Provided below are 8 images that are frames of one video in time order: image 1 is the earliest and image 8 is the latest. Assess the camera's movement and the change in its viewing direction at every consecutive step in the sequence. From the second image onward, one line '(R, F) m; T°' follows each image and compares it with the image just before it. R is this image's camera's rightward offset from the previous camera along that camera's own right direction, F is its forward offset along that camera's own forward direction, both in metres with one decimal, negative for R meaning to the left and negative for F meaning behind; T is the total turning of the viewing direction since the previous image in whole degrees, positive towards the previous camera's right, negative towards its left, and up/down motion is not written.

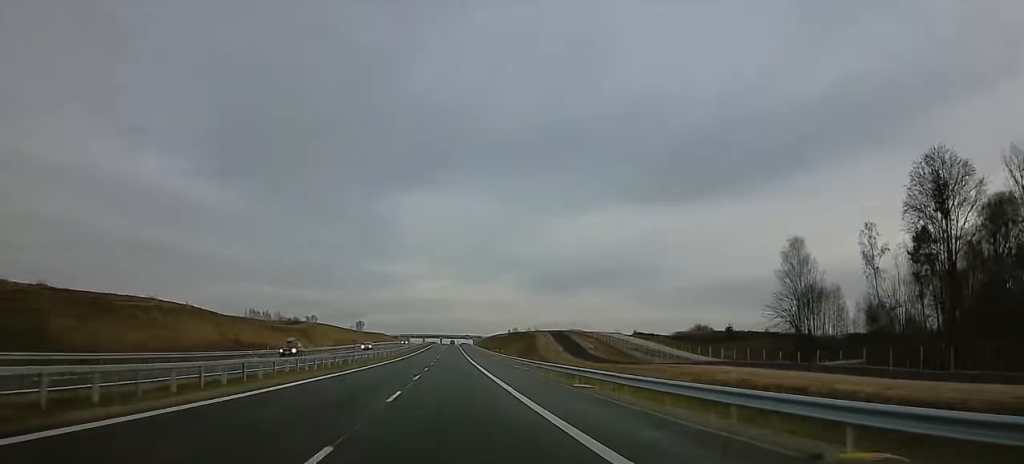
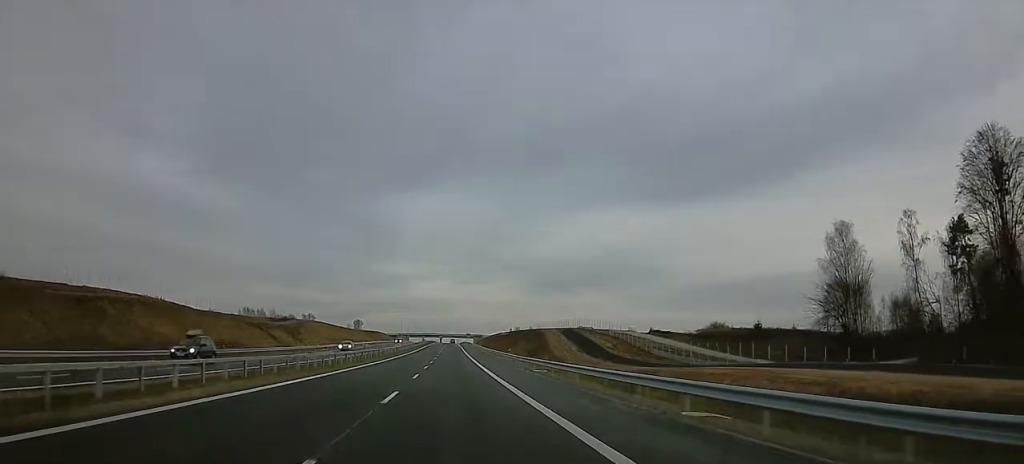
(0.0, +12.8) m; 0°
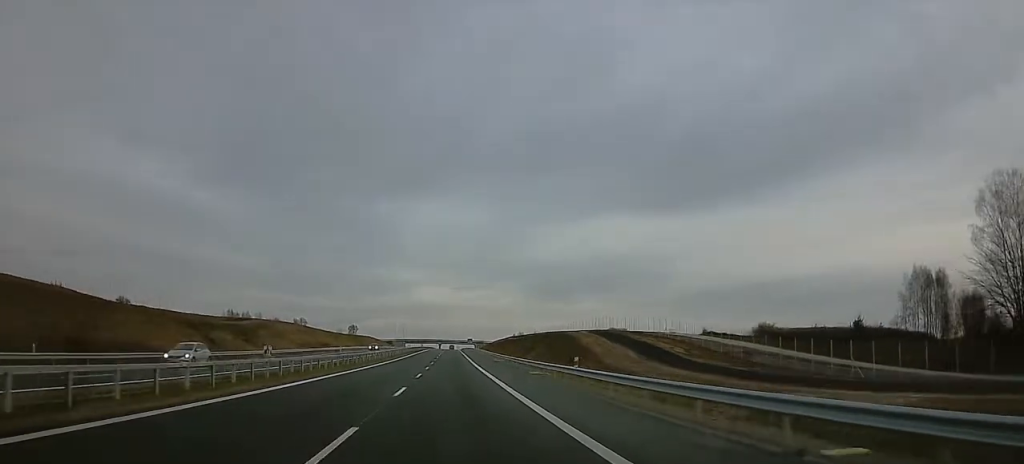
(0.0, +31.0) m; 0°
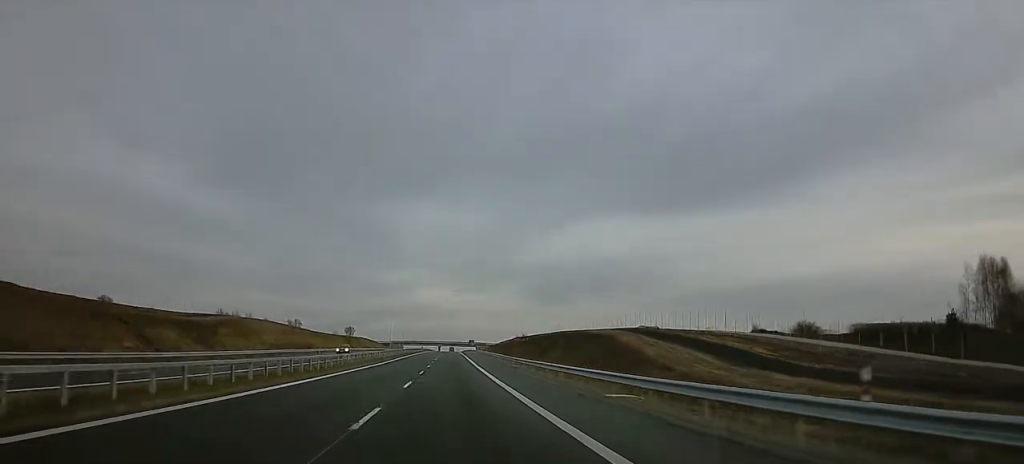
(0.0, +18.8) m; 0°
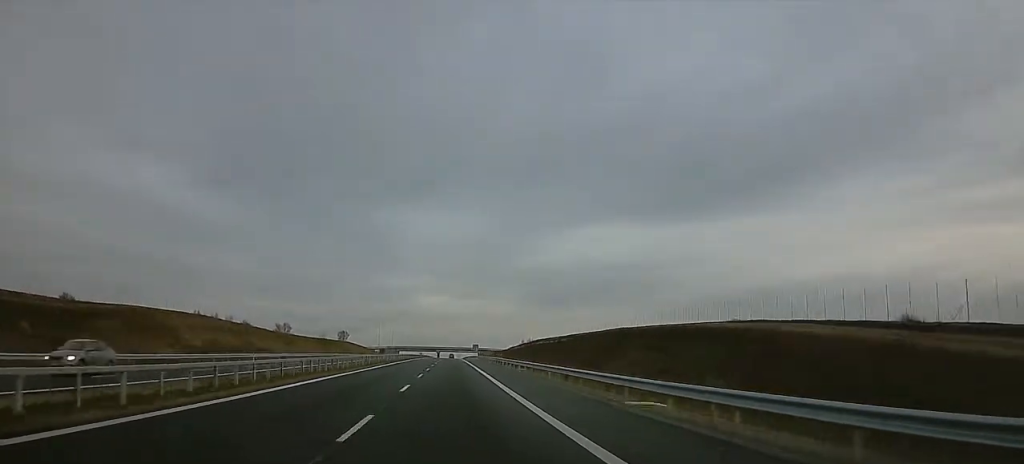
(+0.3, +32.8) m; +1°
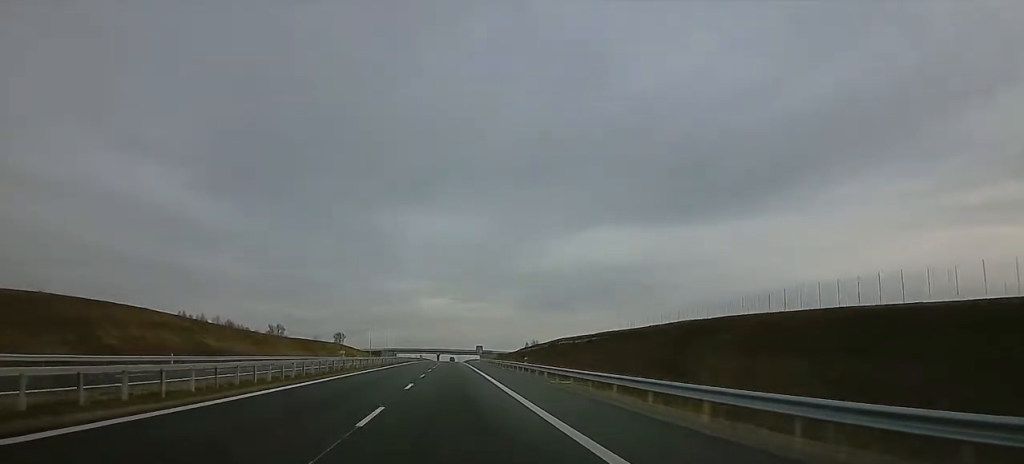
(+0.2, +18.5) m; 0°
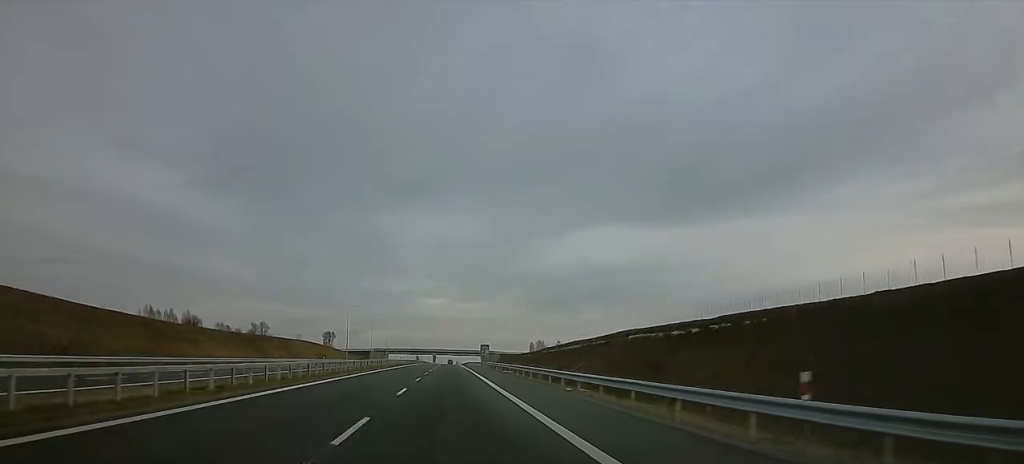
(-0.4, +34.0) m; -1°
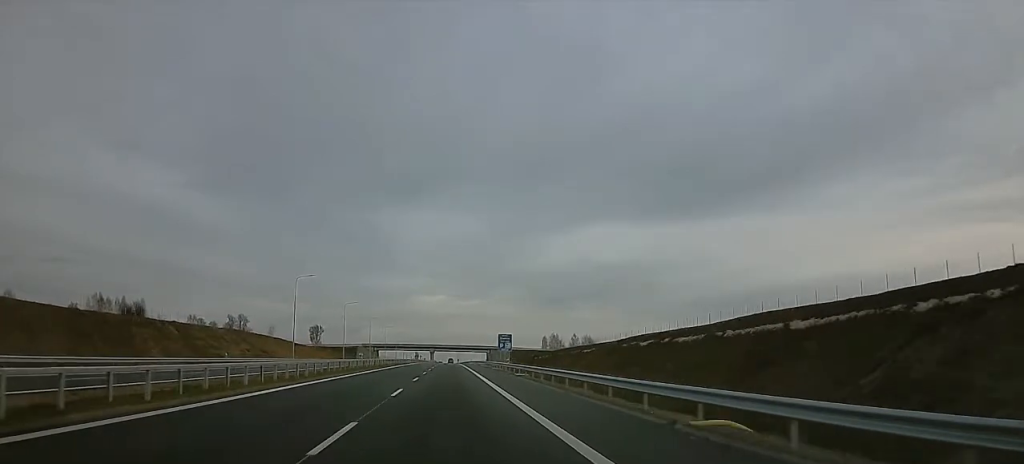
(-0.2, +47.5) m; 0°
